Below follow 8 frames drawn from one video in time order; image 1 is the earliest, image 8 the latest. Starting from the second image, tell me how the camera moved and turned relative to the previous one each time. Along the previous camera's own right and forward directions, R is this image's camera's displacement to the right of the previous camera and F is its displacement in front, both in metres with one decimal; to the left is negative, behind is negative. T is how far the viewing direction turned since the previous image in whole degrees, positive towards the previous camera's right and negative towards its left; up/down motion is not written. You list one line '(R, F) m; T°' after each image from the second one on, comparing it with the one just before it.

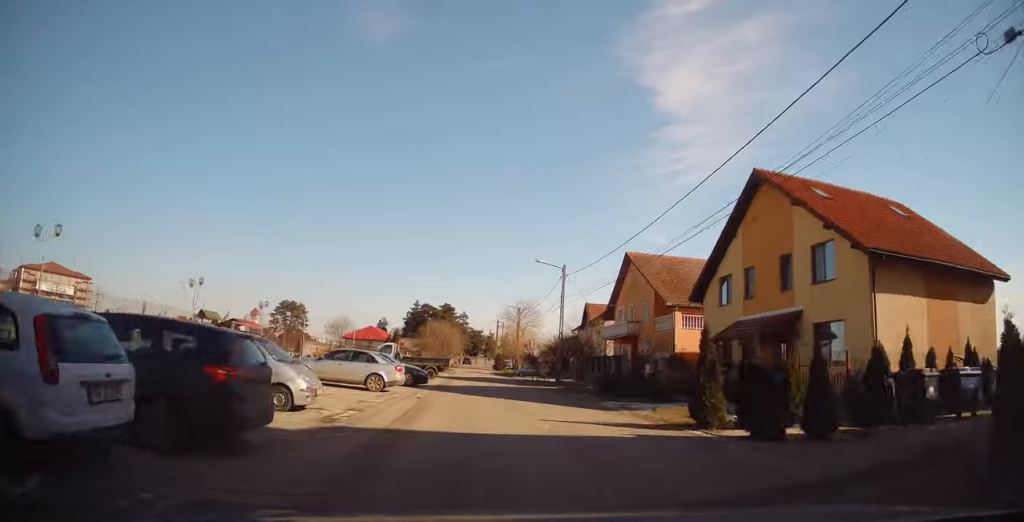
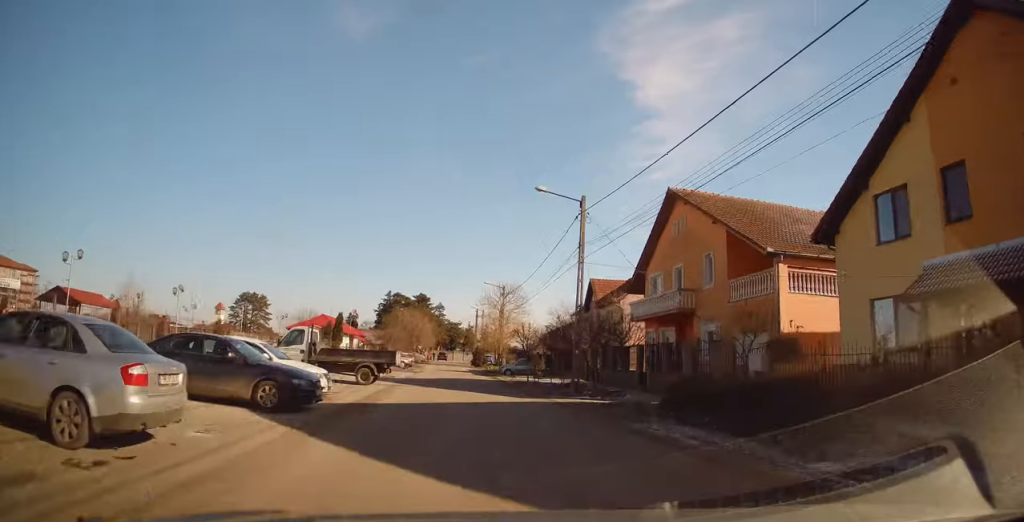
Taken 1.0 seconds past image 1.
(+0.1, +13.5) m; +3°
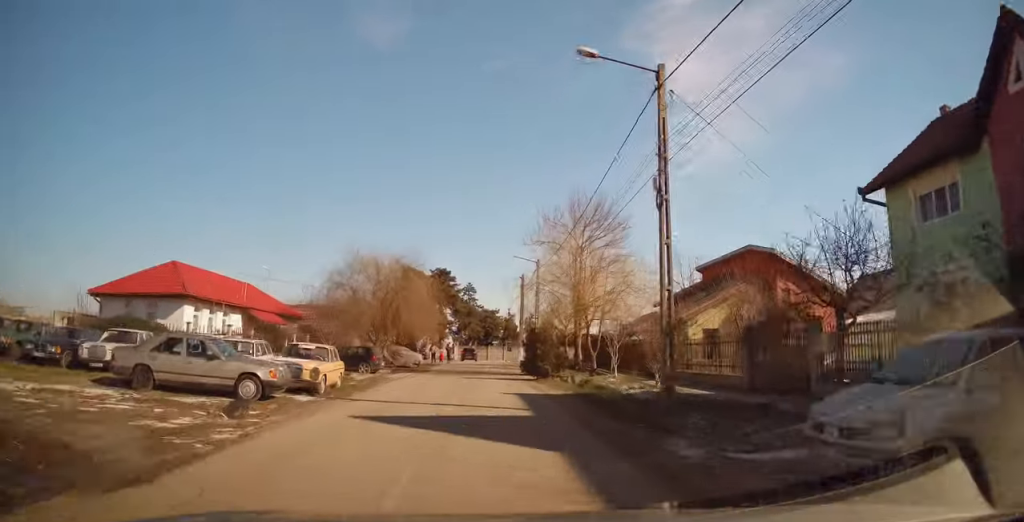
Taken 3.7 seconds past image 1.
(0.0, +38.8) m; -3°
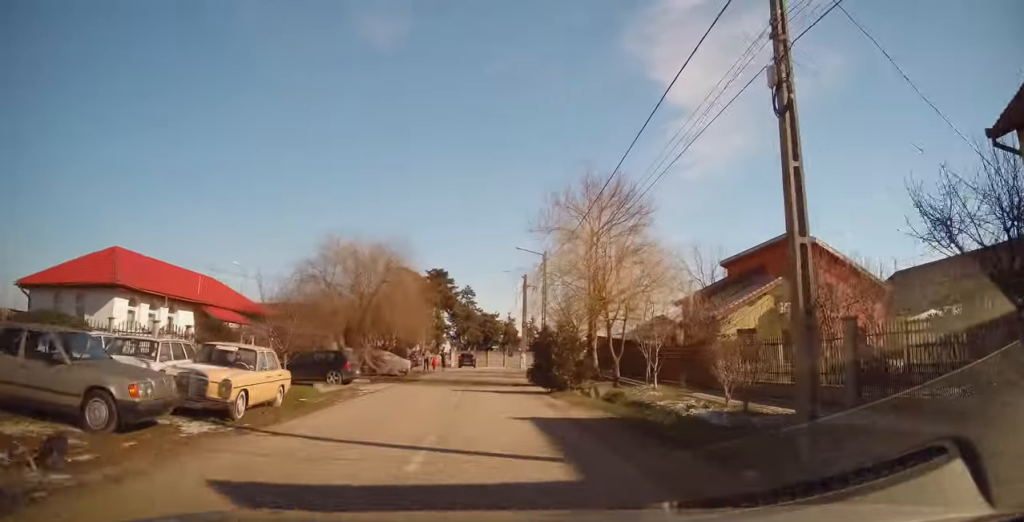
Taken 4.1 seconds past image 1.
(+0.2, +5.4) m; 0°
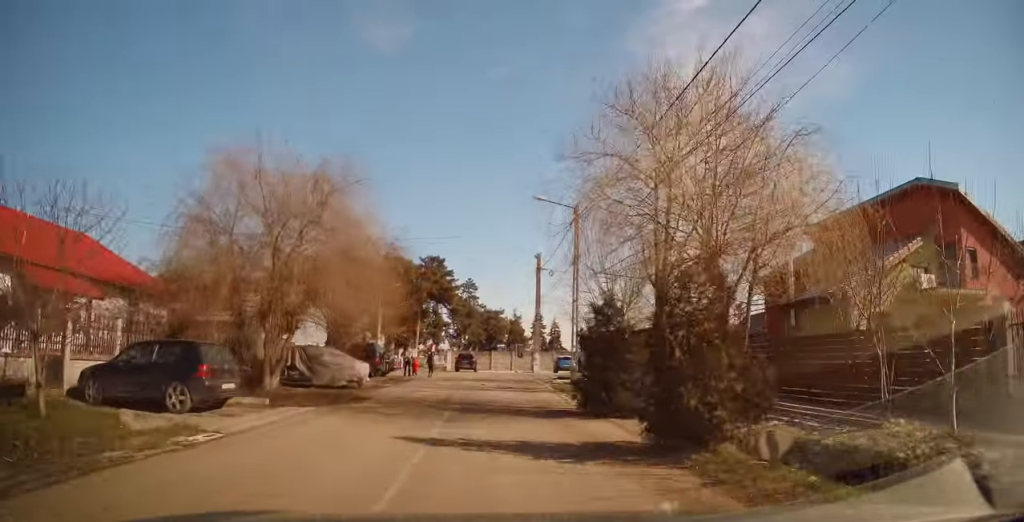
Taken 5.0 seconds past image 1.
(-0.3, +12.0) m; -1°
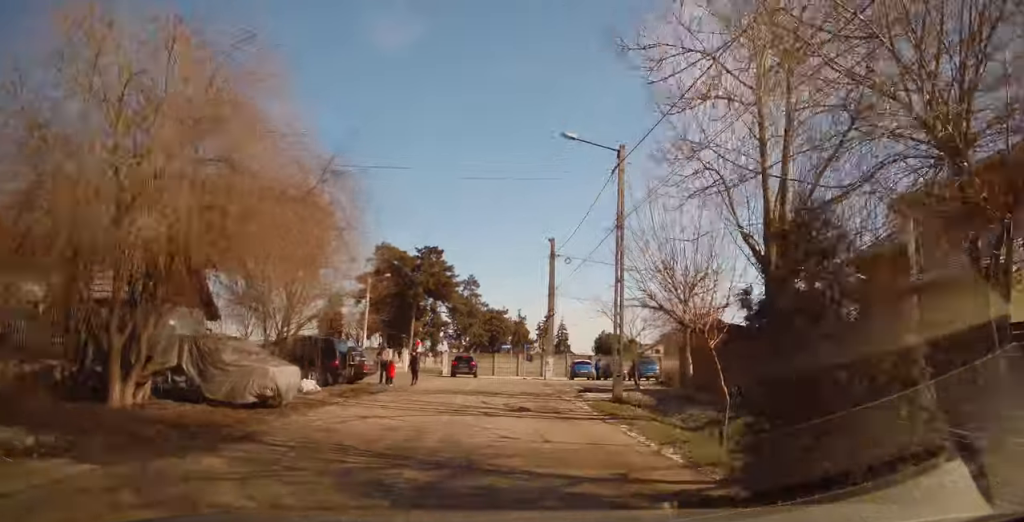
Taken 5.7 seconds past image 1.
(-0.1, +7.5) m; 0°
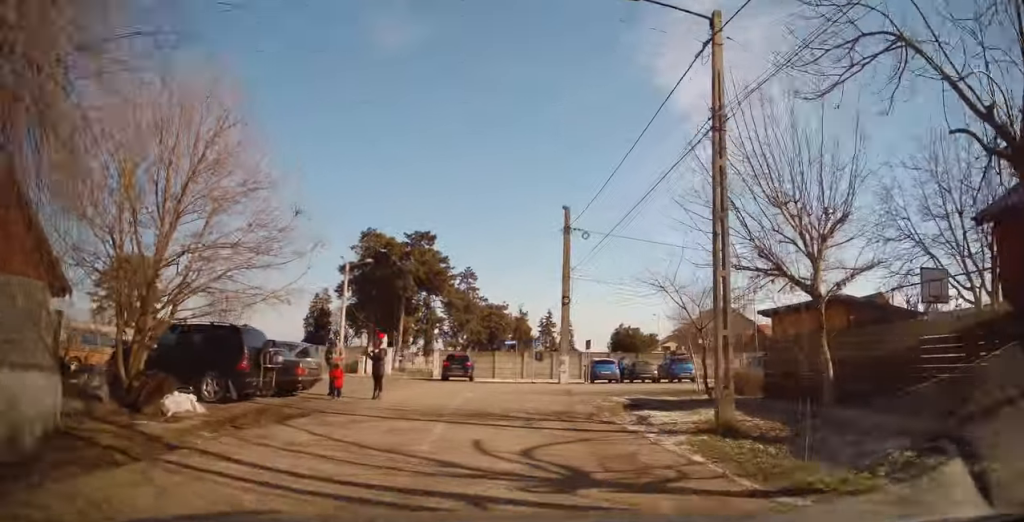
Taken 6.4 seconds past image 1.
(+0.1, +7.8) m; +1°
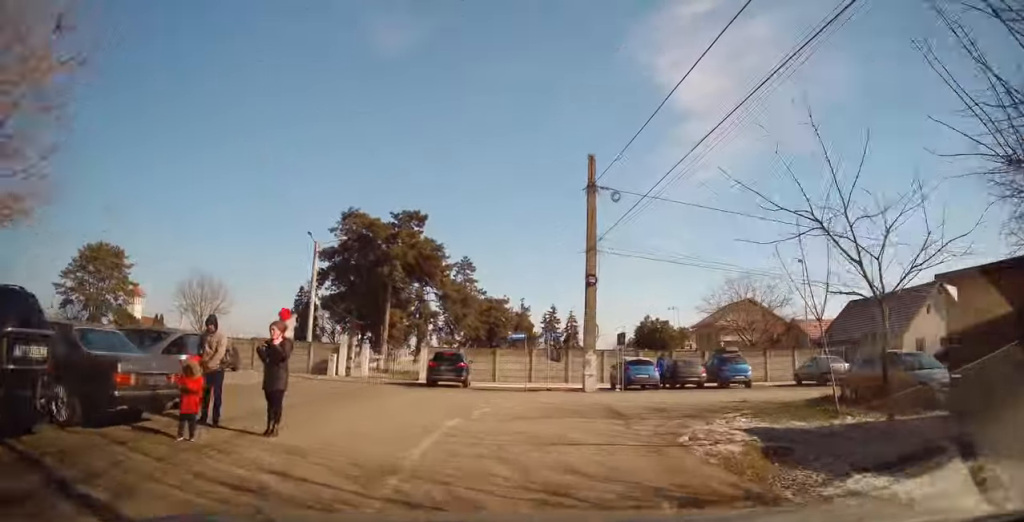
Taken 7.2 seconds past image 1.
(+0.1, +7.8) m; -1°
